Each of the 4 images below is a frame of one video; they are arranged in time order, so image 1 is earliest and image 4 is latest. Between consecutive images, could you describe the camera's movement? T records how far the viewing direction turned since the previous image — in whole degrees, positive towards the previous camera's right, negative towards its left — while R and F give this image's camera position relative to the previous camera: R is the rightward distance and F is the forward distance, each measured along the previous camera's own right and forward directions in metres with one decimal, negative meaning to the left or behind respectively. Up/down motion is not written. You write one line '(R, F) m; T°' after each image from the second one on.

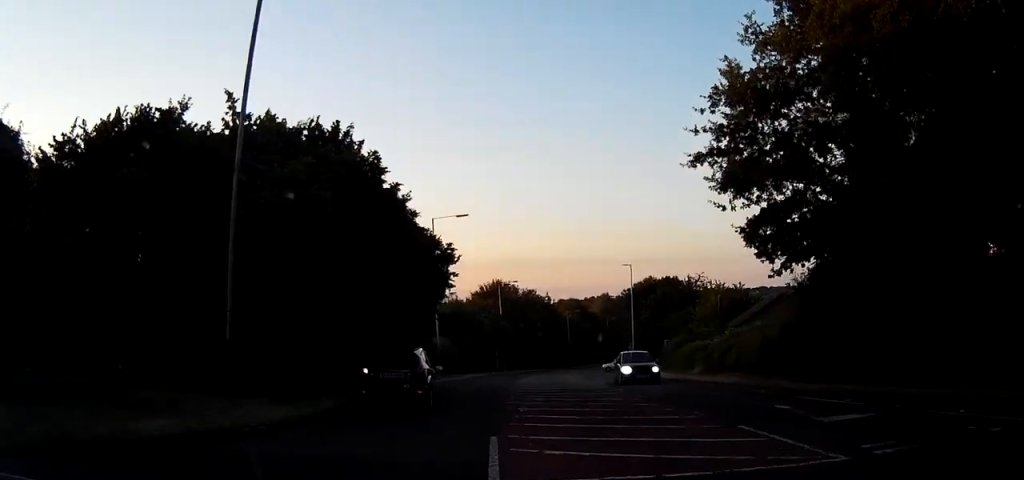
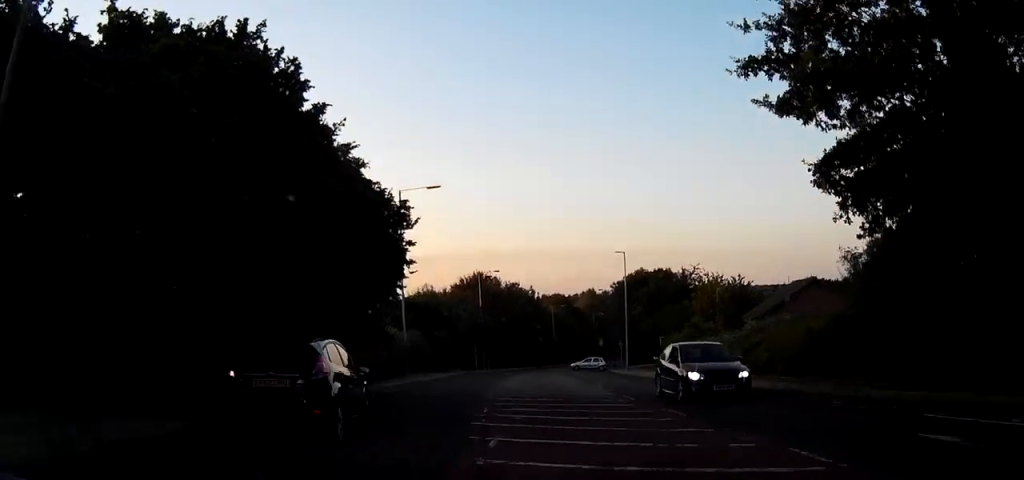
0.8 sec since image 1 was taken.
(0.0, +6.4) m; +2°
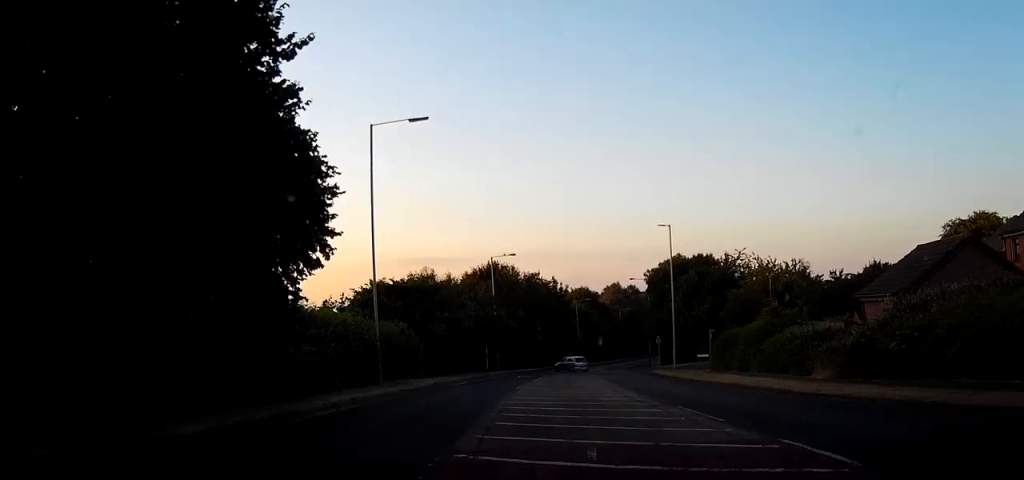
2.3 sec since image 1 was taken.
(+0.3, +11.7) m; -1°
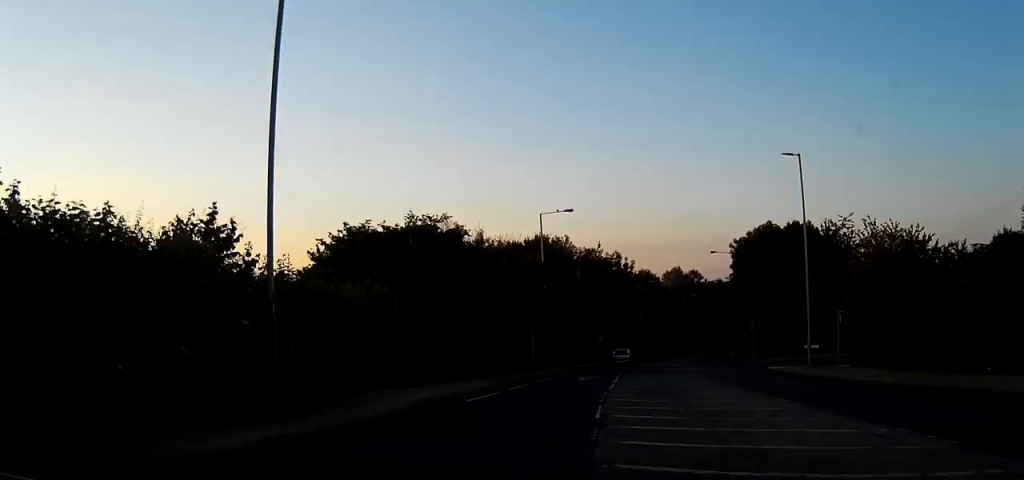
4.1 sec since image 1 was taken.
(-0.6, +16.2) m; -1°
